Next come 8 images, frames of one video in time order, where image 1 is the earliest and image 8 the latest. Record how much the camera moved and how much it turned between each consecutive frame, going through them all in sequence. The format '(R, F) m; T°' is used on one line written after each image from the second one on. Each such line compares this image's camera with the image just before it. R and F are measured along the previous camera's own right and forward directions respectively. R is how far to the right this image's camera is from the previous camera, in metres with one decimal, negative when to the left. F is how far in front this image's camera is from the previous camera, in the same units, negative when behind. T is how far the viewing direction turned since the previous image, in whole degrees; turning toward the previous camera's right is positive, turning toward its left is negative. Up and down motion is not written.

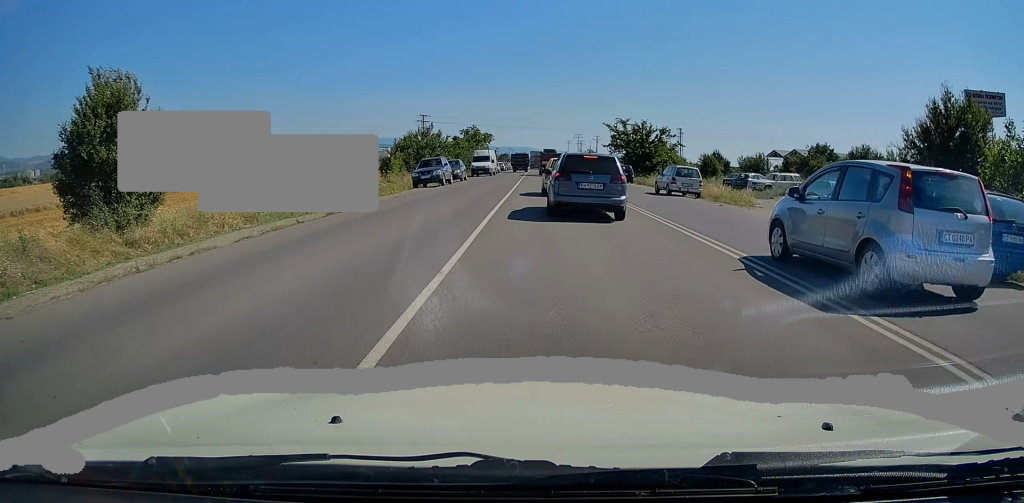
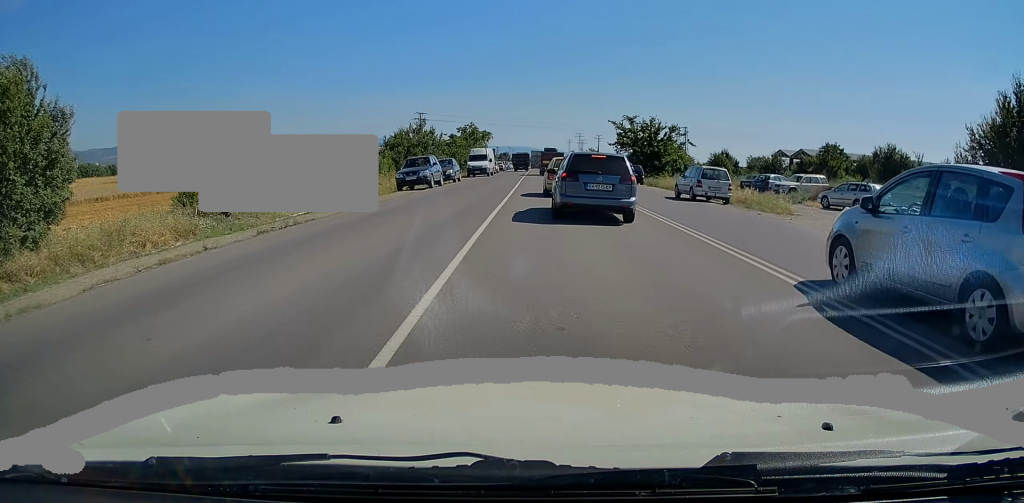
(-0.1, +4.6) m; 0°
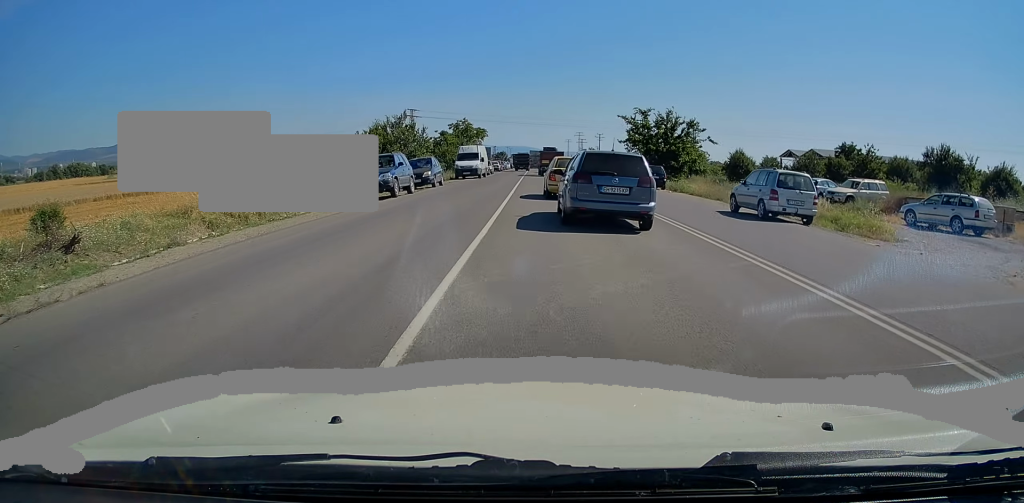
(-0.2, +8.6) m; +2°
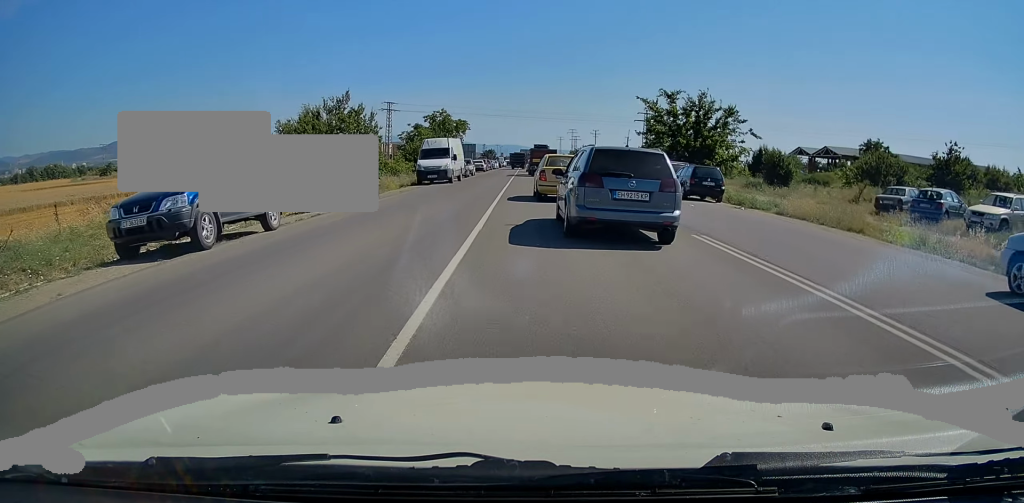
(+0.8, +14.0) m; +2°
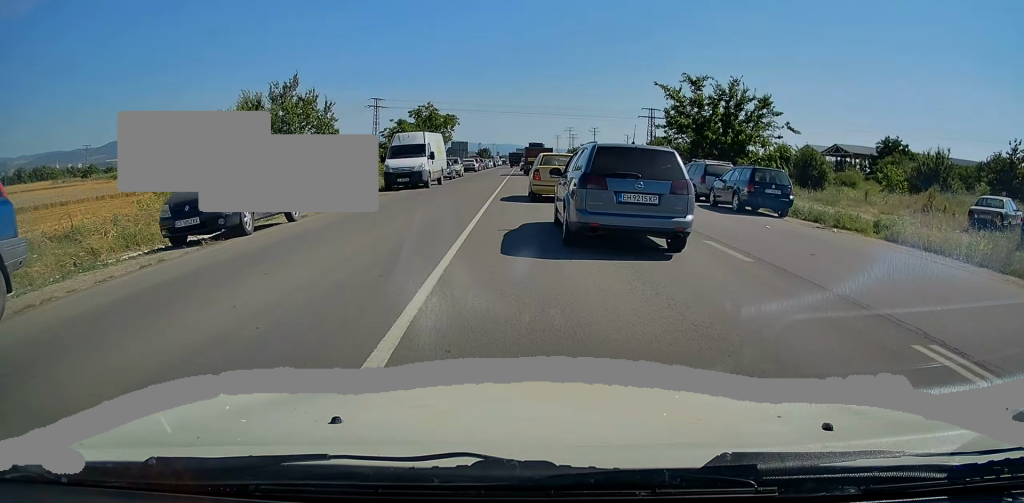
(-0.1, +7.7) m; -1°
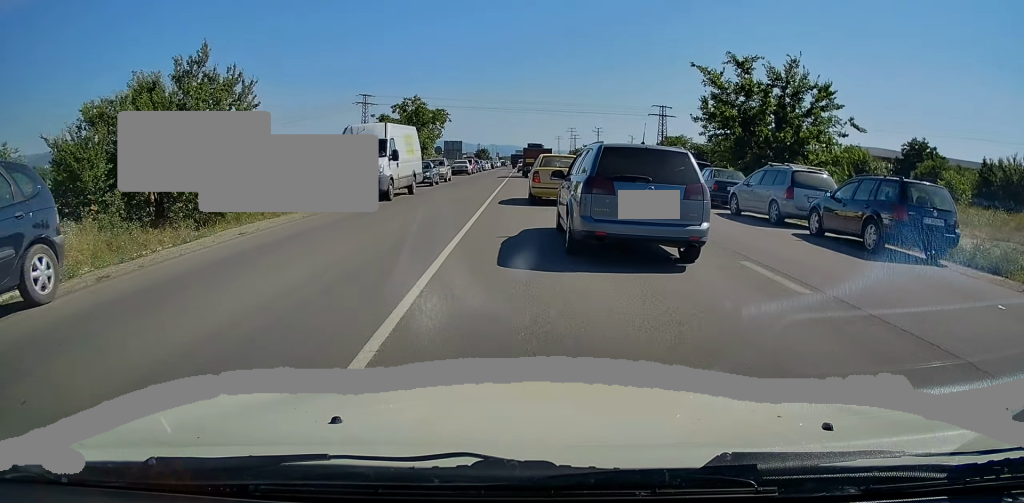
(-0.2, +8.4) m; 0°
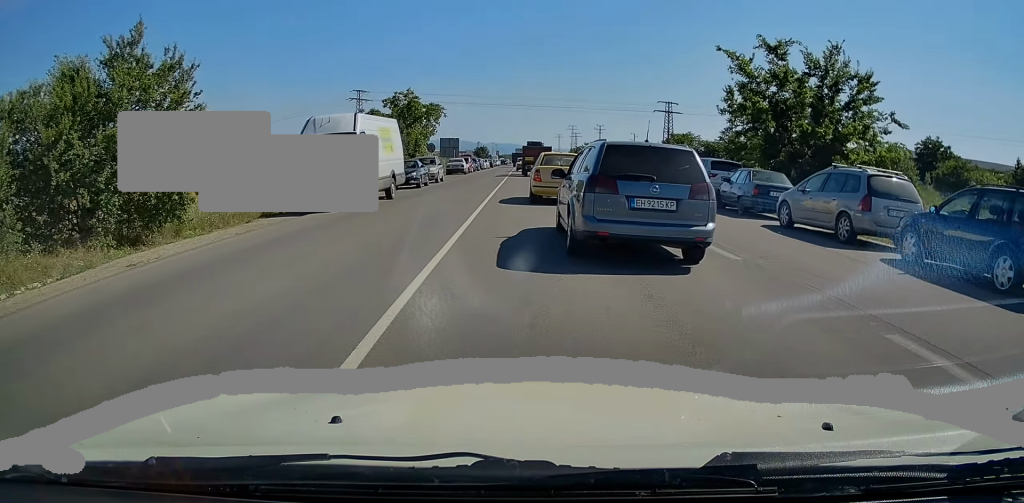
(0.0, +4.0) m; 0°
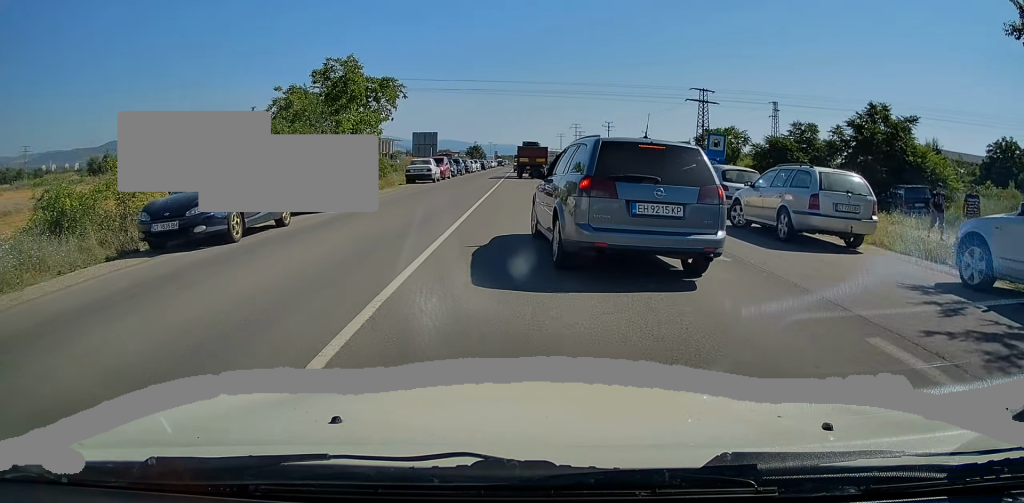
(+0.1, +18.9) m; -1°
